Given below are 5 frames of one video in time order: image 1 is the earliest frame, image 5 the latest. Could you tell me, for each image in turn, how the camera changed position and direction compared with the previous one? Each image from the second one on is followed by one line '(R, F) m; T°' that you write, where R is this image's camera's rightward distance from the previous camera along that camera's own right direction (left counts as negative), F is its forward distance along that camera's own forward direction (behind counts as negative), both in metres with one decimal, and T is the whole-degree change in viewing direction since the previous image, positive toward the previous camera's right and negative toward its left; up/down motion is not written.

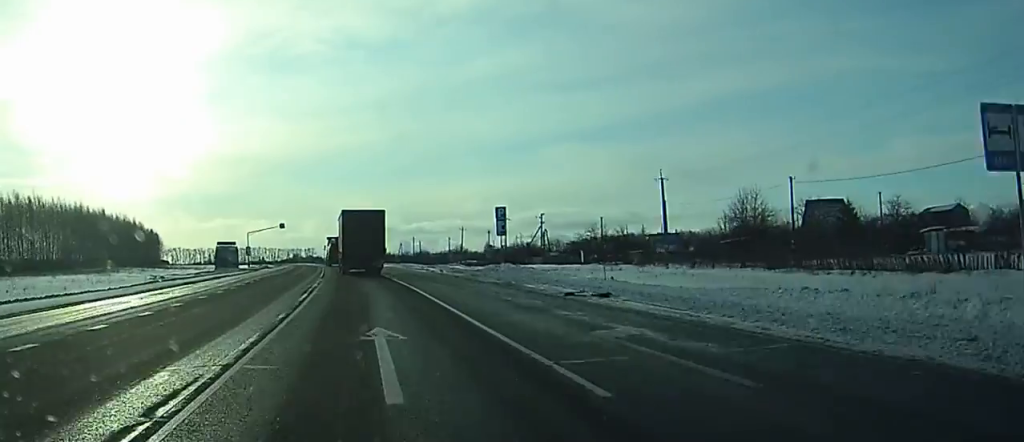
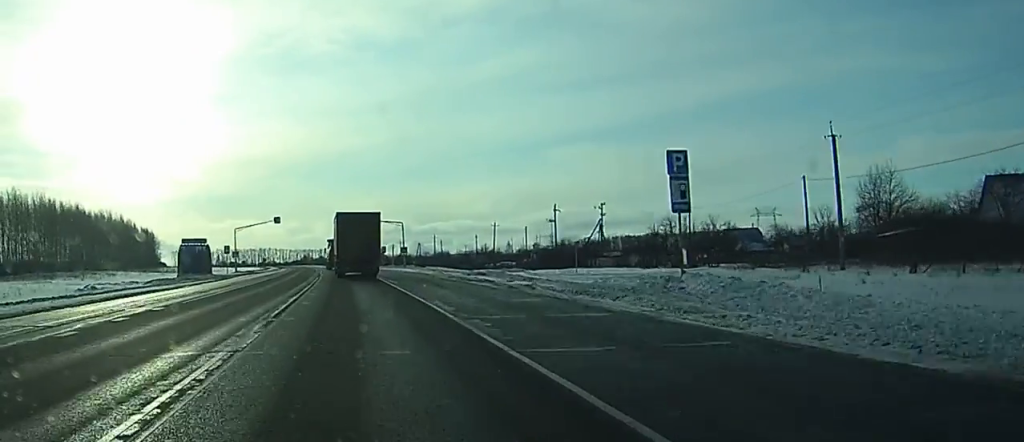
(-0.3, +29.5) m; -1°
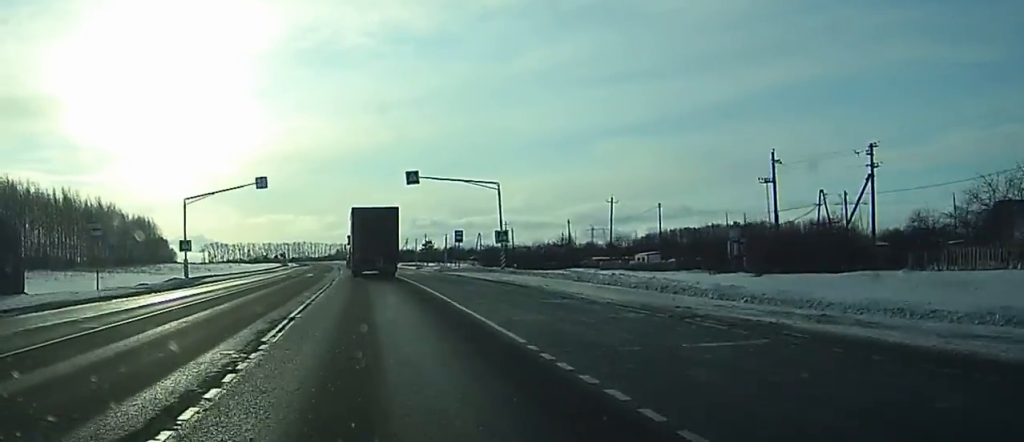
(-1.6, +55.6) m; -3°
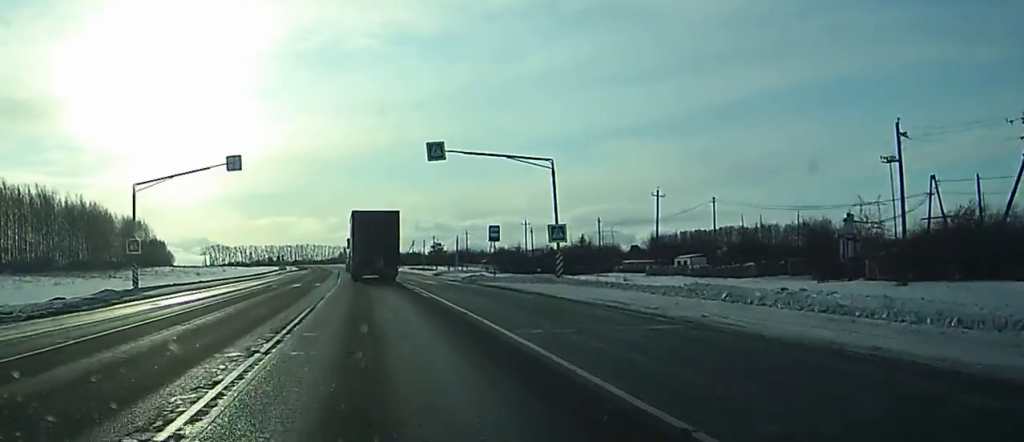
(-0.1, +16.0) m; -1°
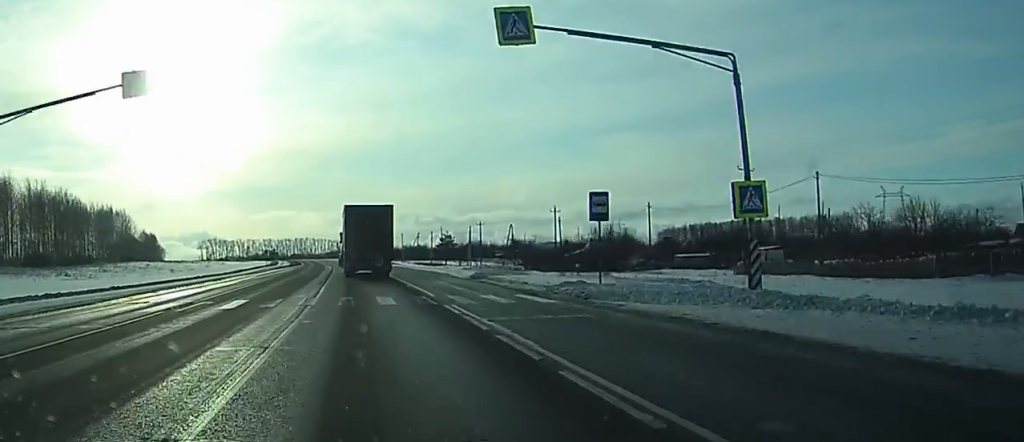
(0.0, +22.3) m; 0°
